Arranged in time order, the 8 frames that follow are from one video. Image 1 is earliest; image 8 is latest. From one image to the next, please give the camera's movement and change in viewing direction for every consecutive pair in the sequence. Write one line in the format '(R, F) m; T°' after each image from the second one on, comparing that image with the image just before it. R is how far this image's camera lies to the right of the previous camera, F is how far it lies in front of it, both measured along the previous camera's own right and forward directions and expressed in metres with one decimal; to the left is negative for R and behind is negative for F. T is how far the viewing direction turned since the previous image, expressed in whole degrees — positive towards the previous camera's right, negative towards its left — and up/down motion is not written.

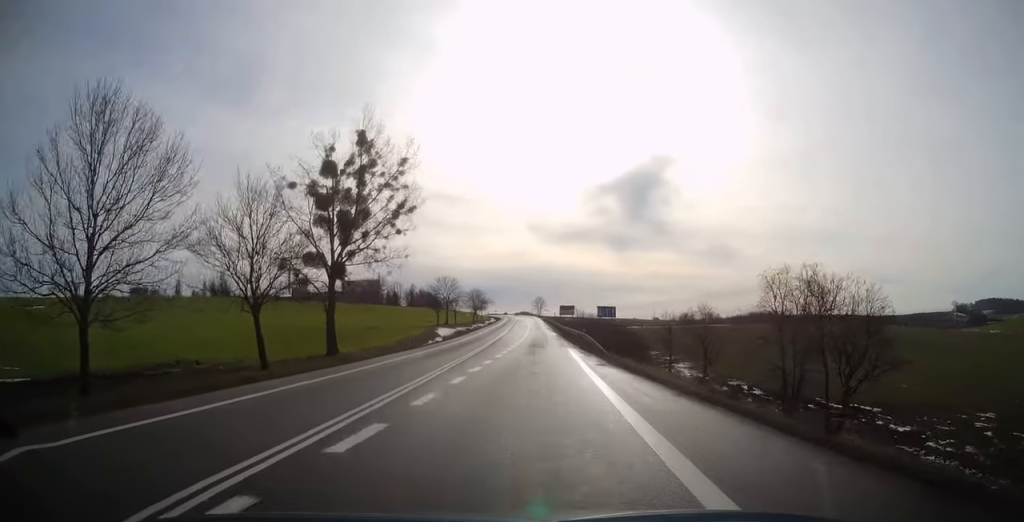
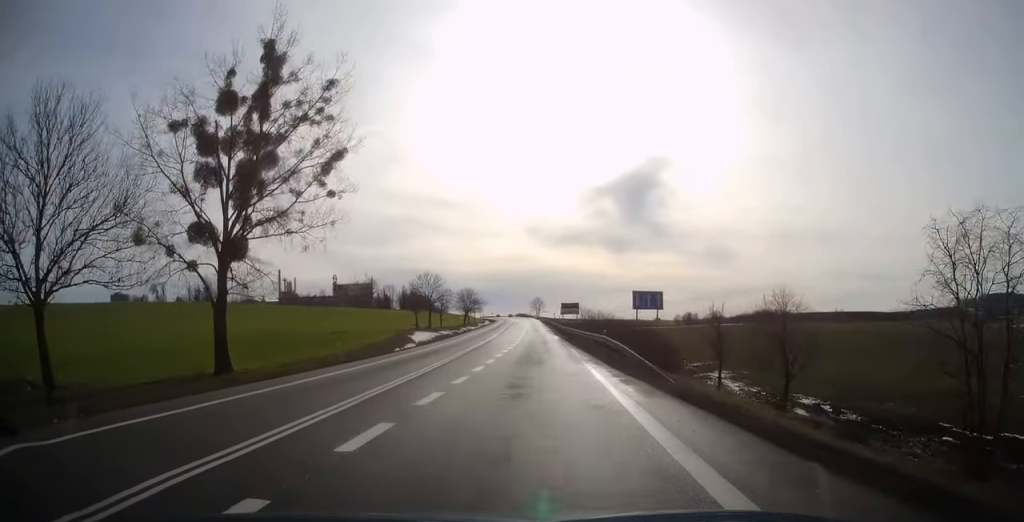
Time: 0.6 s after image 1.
(0.0, +16.7) m; 0°
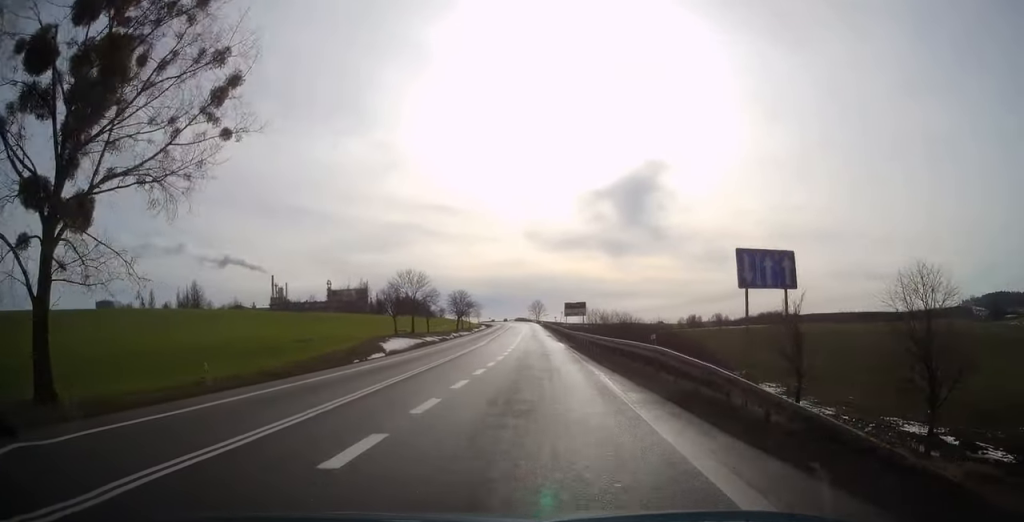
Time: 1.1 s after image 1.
(0.0, +13.1) m; 0°
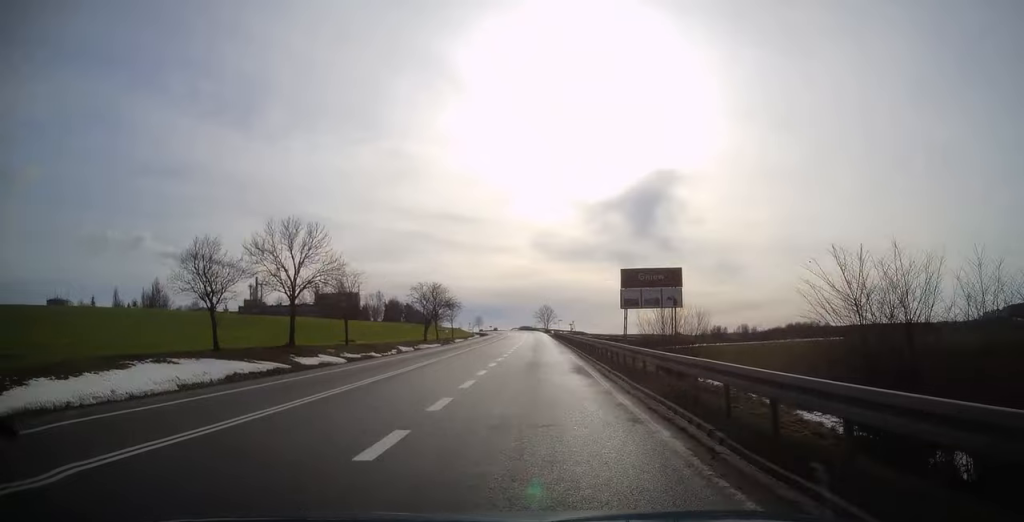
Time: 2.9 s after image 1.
(-0.1, +45.3) m; 0°
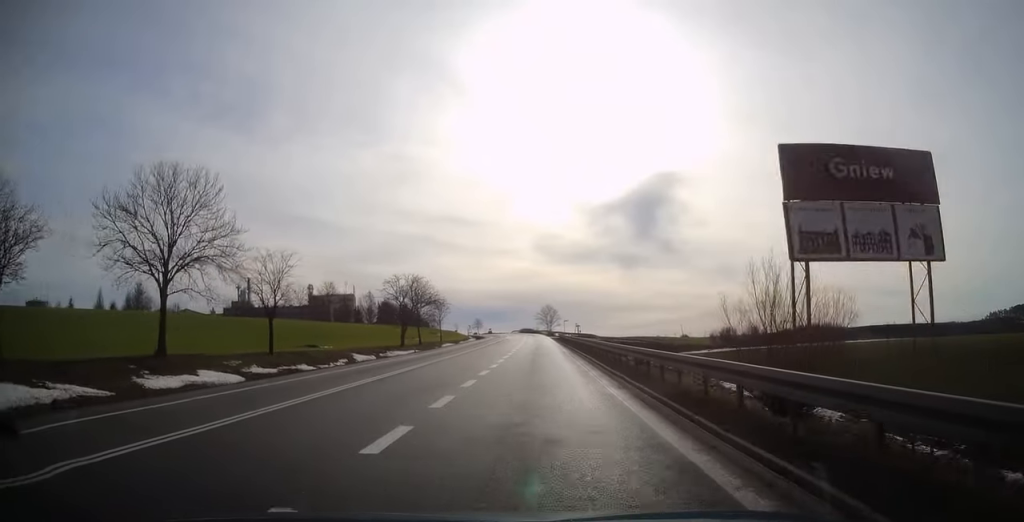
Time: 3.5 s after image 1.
(0.0, +16.6) m; 0°
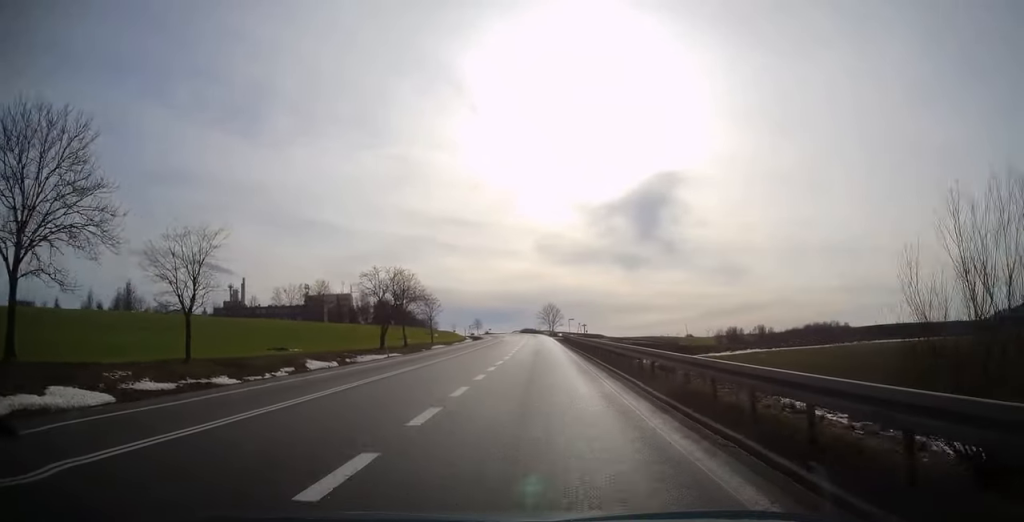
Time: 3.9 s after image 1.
(0.0, +10.5) m; 0°
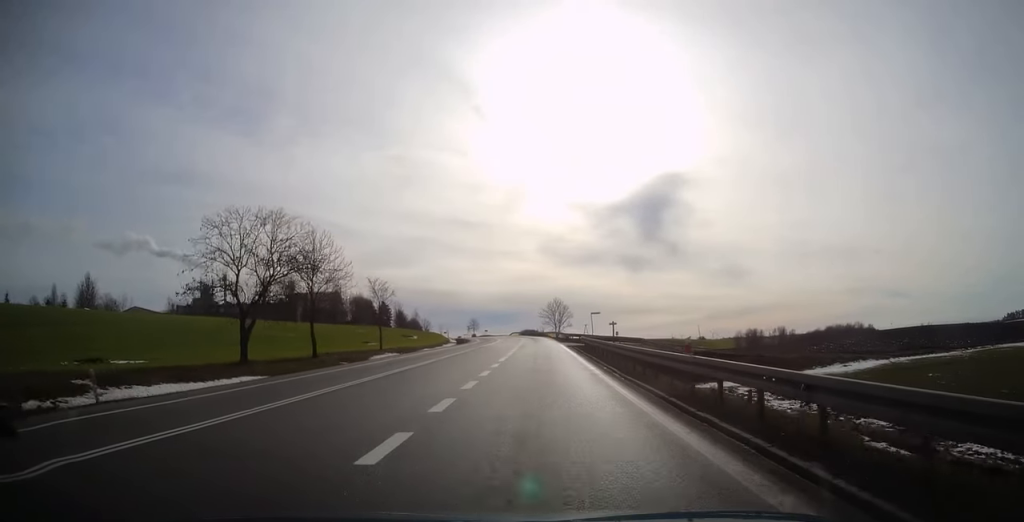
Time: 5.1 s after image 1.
(-0.2, +32.1) m; 0°
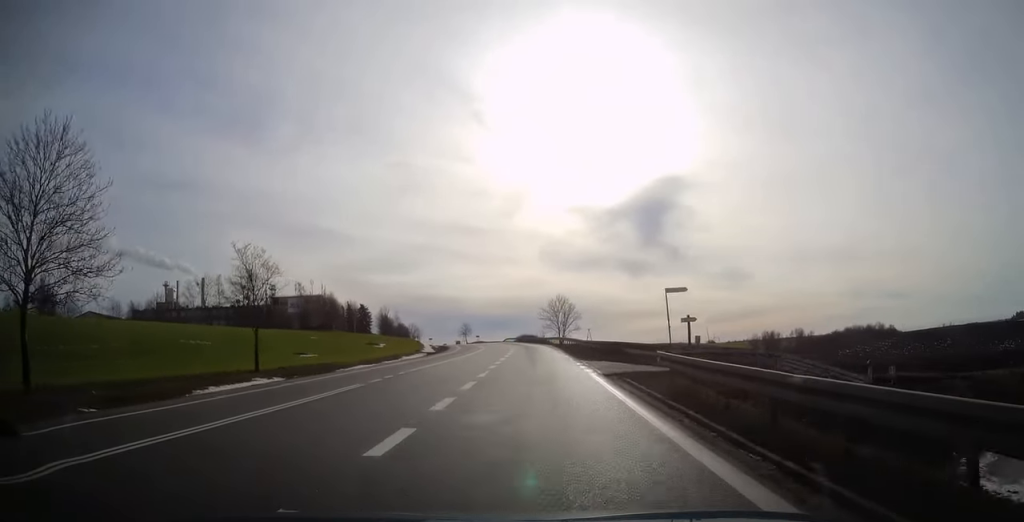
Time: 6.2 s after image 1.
(-0.1, +28.6) m; 0°
